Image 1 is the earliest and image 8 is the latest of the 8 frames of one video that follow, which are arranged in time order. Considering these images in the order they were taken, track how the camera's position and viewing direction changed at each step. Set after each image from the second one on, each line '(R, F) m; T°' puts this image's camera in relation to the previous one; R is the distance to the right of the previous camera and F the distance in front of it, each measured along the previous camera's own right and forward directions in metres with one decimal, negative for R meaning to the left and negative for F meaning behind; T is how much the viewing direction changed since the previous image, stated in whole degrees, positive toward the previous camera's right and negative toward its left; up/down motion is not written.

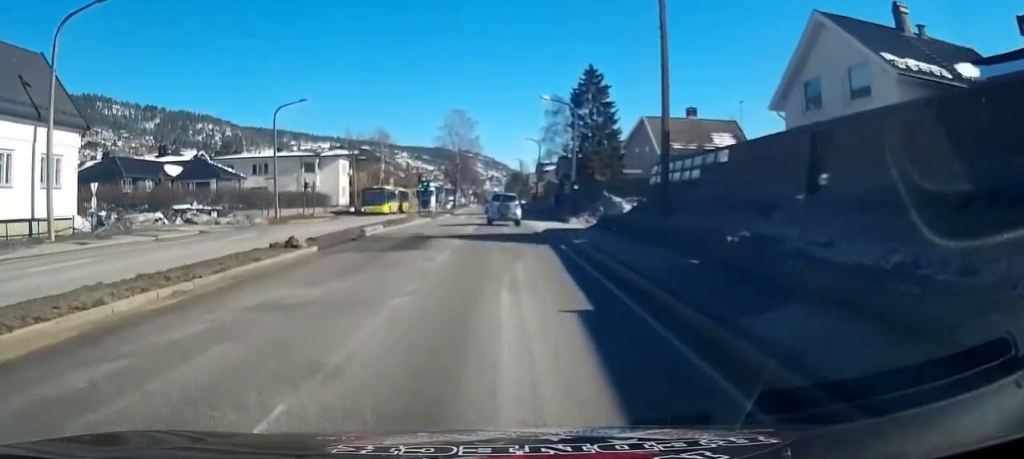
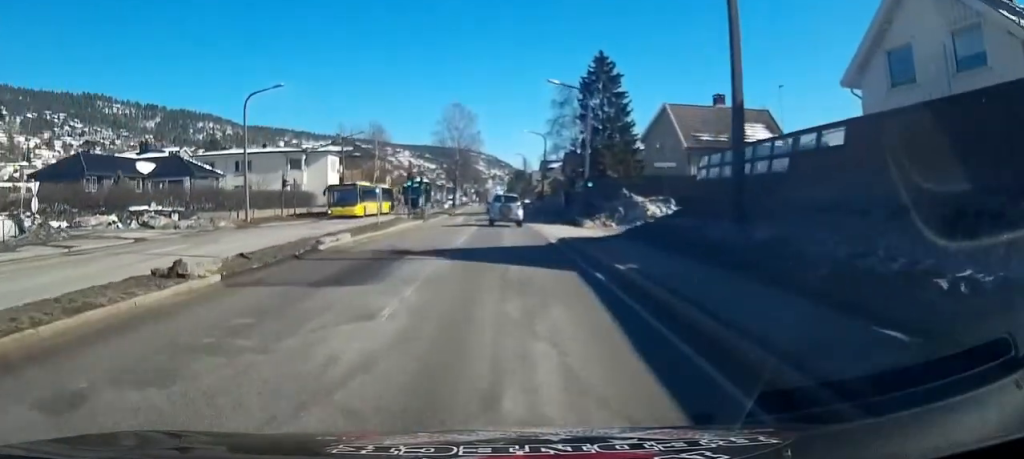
(+0.3, +6.4) m; -1°
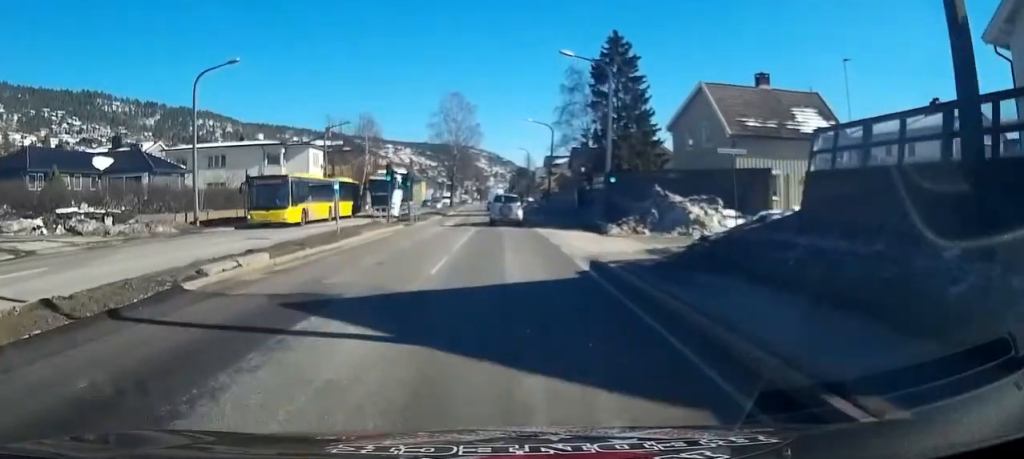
(-0.1, +7.9) m; -1°
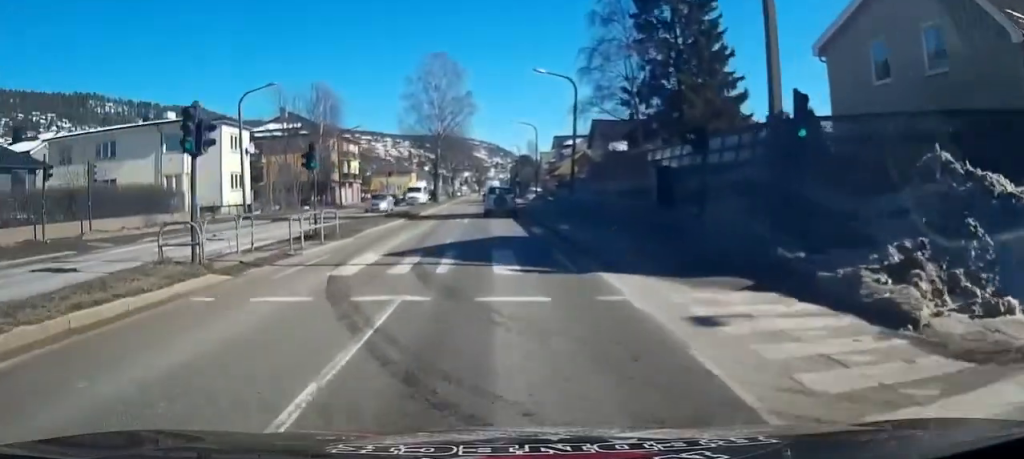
(-0.3, +20.7) m; -1°
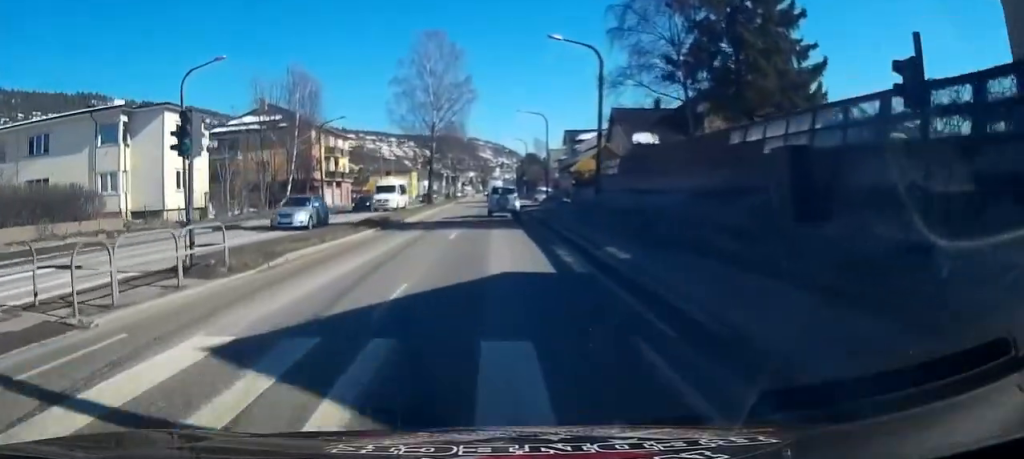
(-0.4, +8.7) m; 0°
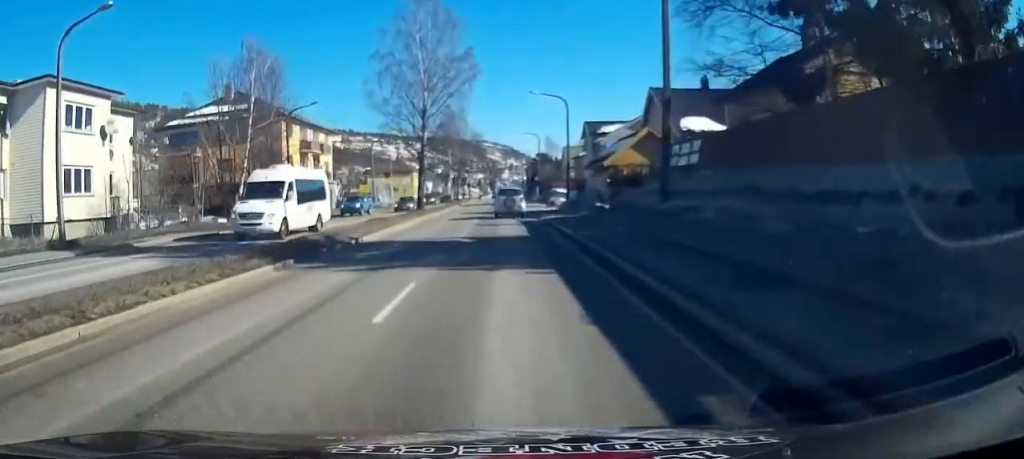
(+0.3, +11.5) m; +2°
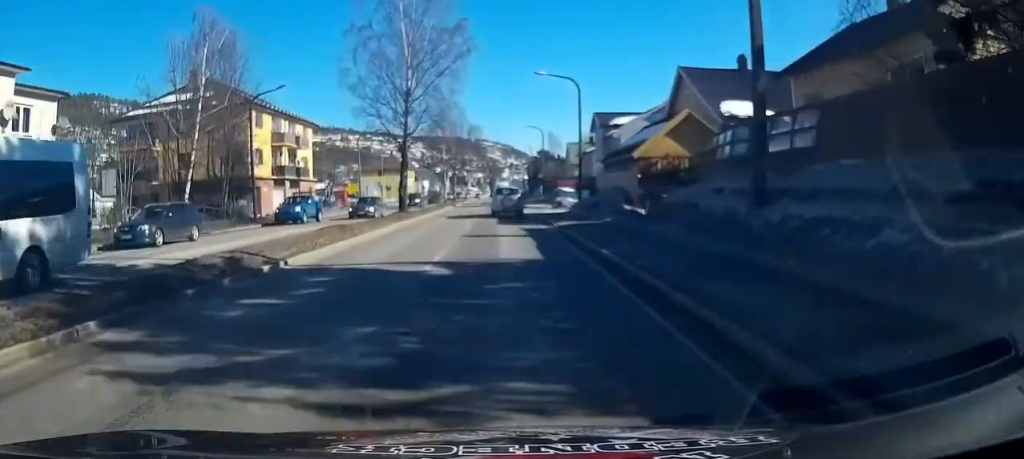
(0.0, +7.5) m; 0°
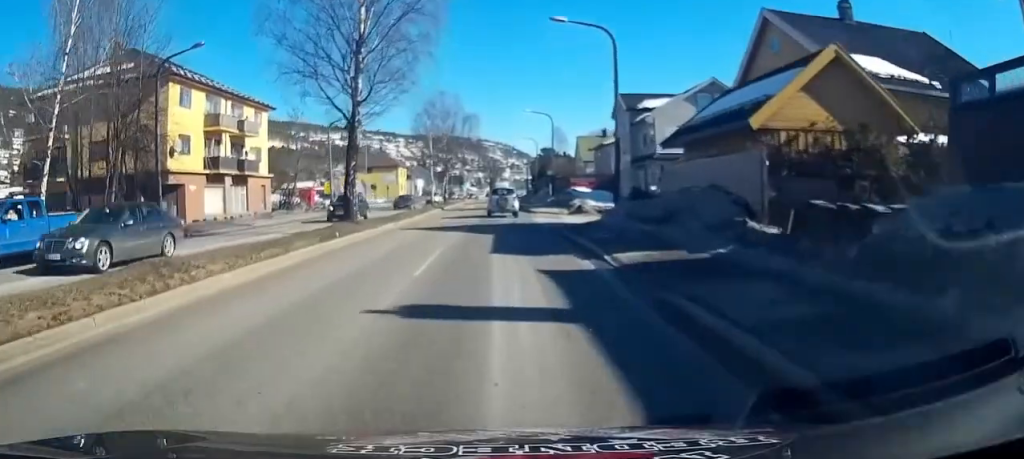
(0.0, +12.8) m; -1°
